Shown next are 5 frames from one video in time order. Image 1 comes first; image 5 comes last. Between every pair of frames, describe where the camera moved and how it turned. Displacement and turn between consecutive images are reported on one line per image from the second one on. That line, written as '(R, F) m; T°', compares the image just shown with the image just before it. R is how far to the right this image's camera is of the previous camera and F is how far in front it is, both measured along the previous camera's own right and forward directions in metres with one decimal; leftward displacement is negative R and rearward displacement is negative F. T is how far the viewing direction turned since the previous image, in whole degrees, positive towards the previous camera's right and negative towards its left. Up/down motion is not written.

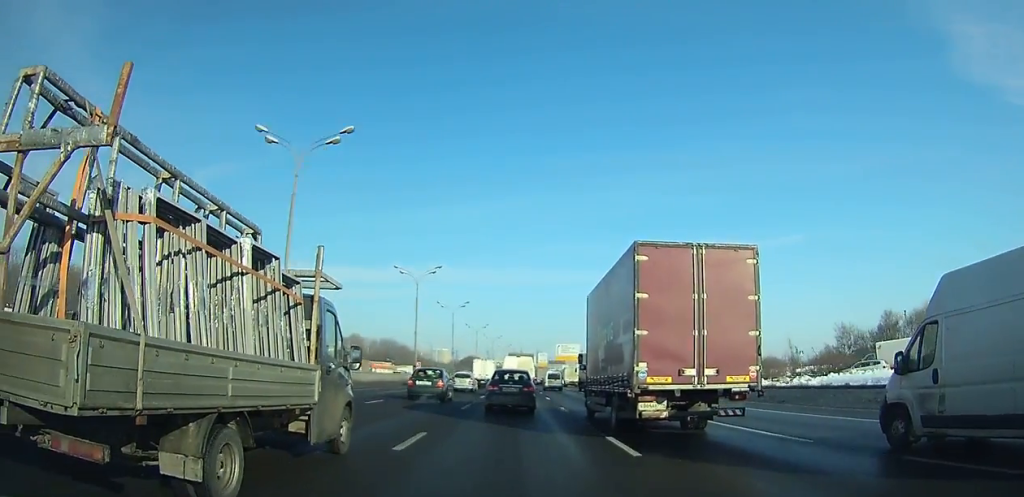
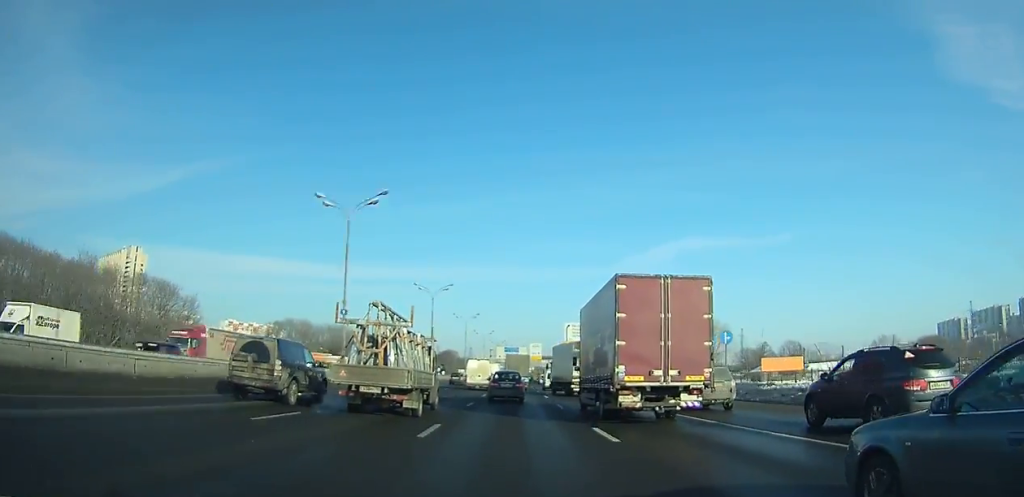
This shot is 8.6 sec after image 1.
(+0.1, +63.1) m; +1°
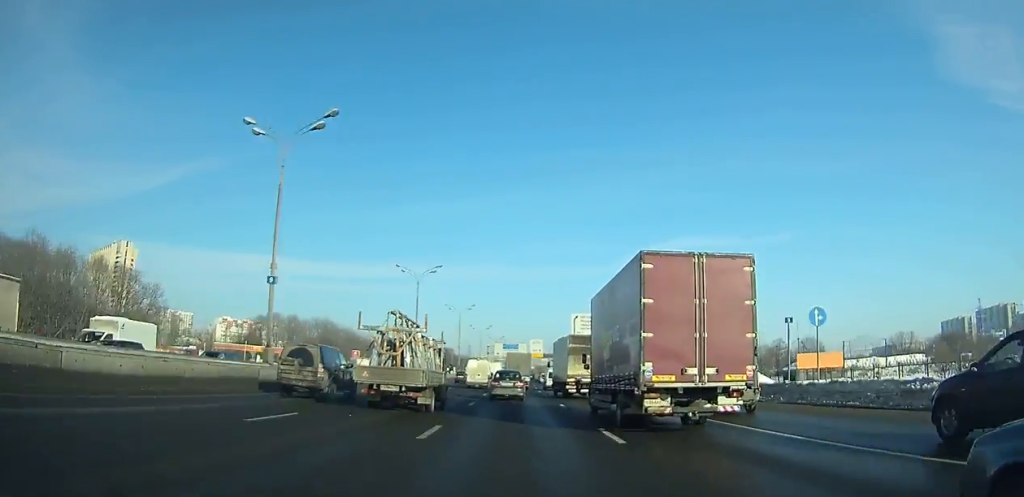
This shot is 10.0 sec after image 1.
(+0.1, +12.3) m; +1°
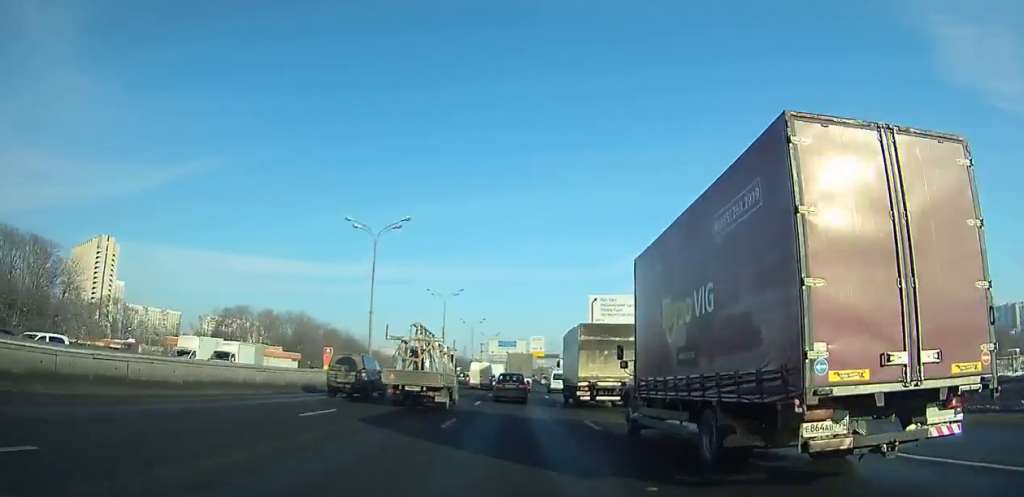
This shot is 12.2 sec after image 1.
(+0.1, +19.7) m; +1°
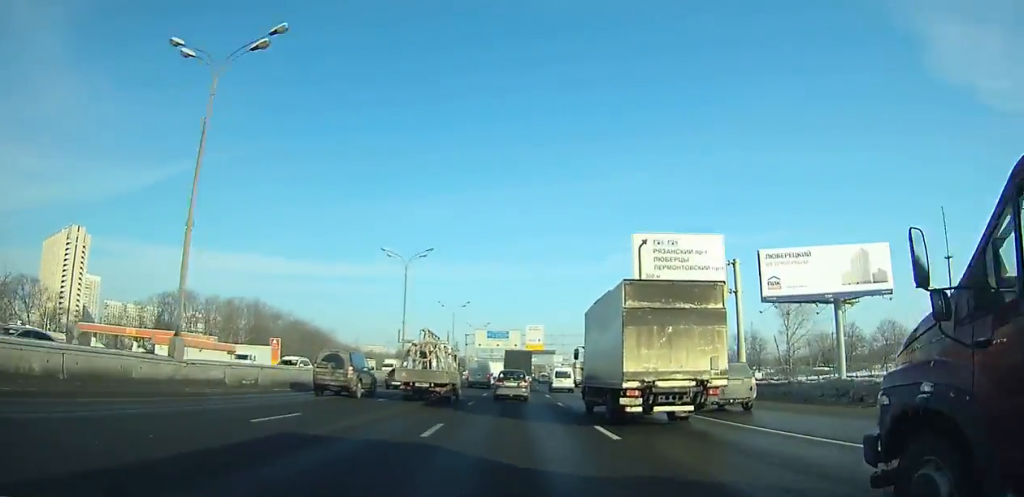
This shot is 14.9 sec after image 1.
(+0.2, +25.0) m; +1°
